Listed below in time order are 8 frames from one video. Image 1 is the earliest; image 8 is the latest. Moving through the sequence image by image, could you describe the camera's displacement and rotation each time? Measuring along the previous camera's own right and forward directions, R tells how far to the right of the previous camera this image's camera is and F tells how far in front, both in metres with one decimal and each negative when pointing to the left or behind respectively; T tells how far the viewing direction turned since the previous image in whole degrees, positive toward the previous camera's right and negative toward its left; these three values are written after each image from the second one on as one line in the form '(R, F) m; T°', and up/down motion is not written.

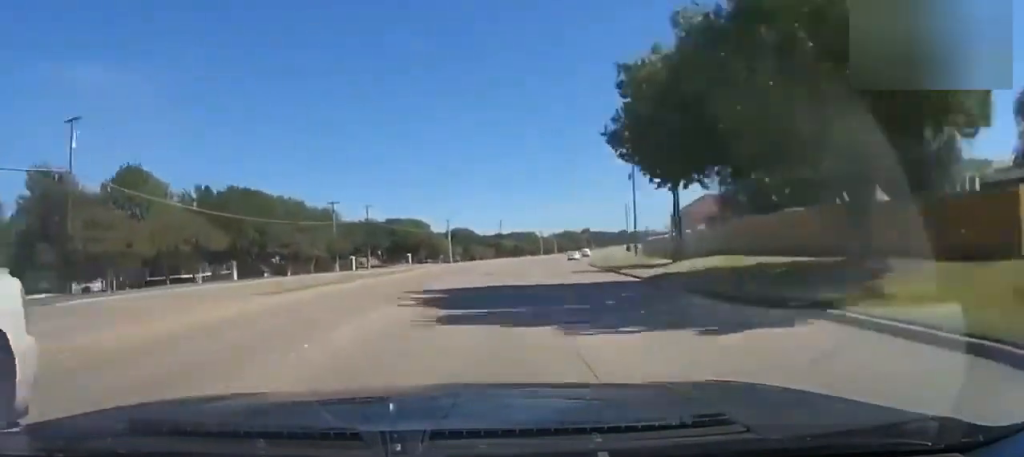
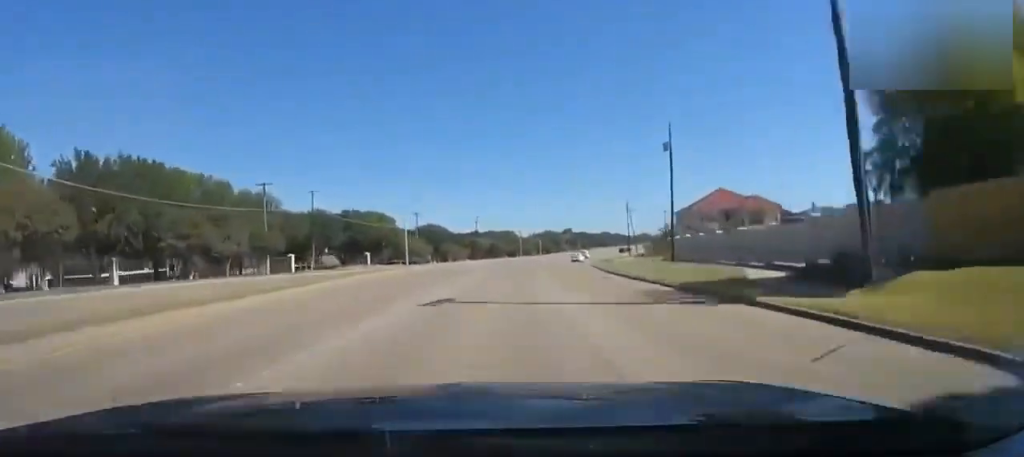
(+0.1, +15.4) m; +1°
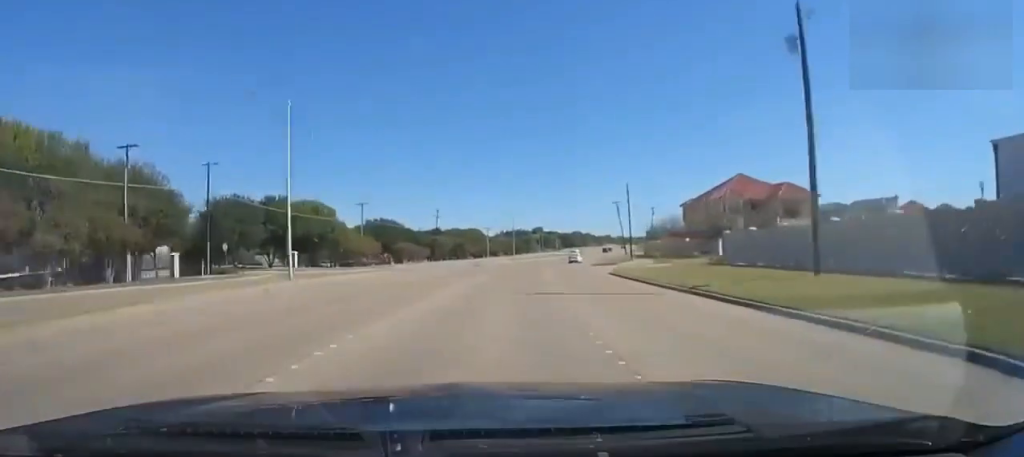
(+0.1, +19.2) m; +1°
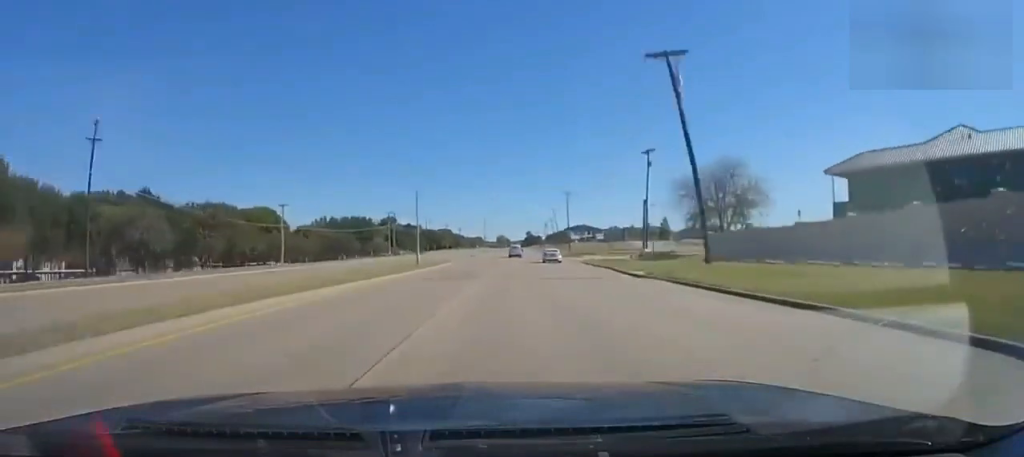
(+5.6, +80.1) m; +13°
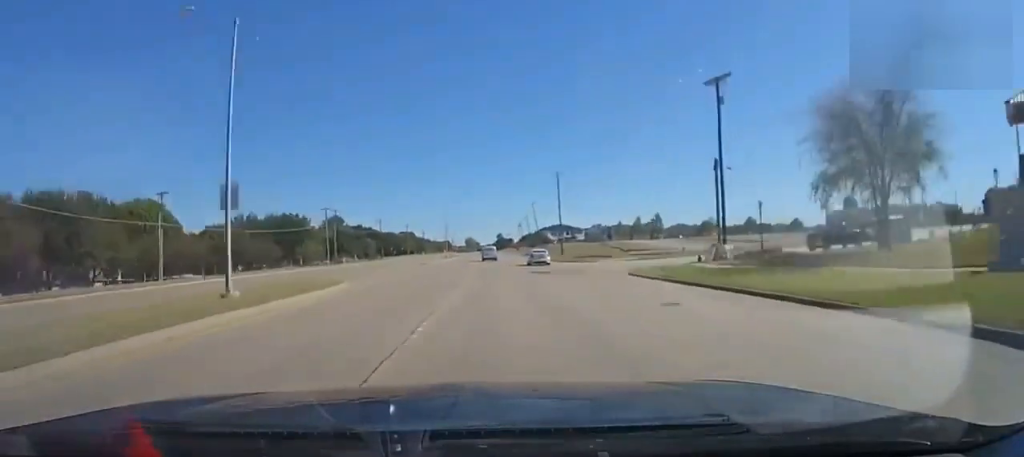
(+2.1, +26.3) m; +3°
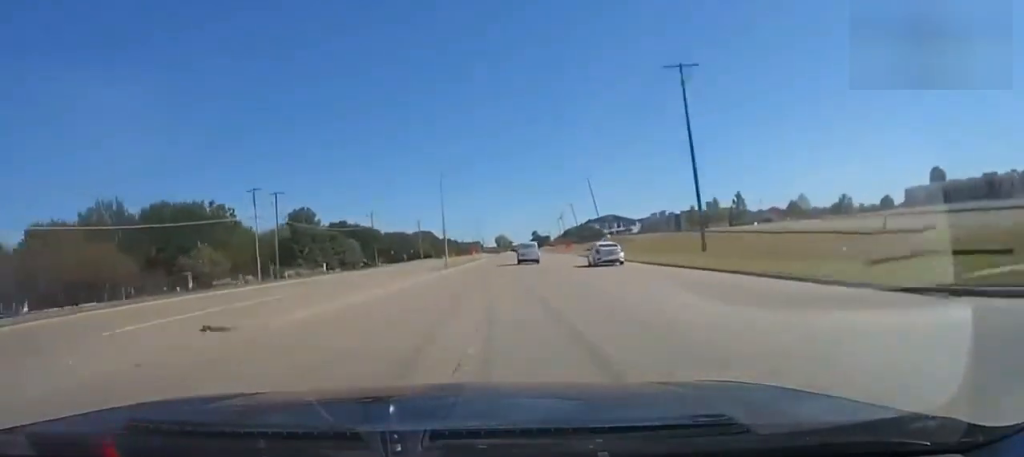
(+1.1, +41.1) m; +4°
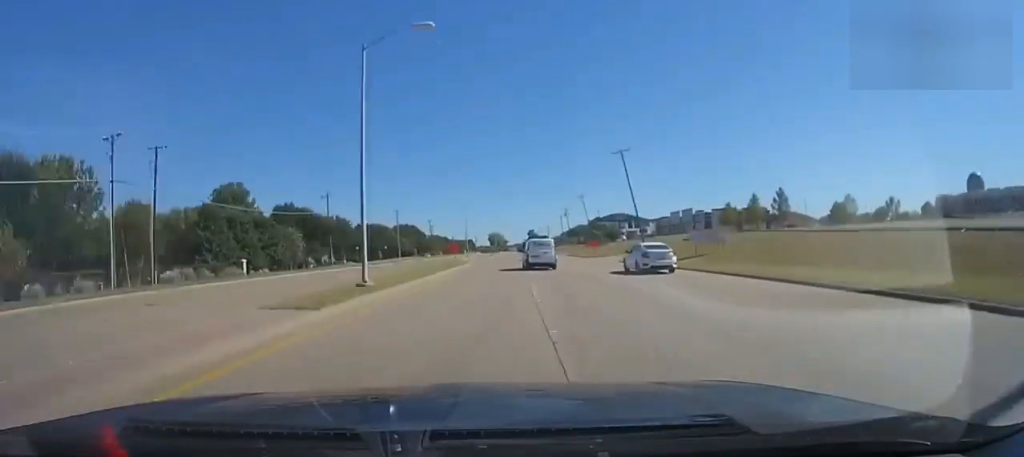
(+0.4, +25.5) m; +2°
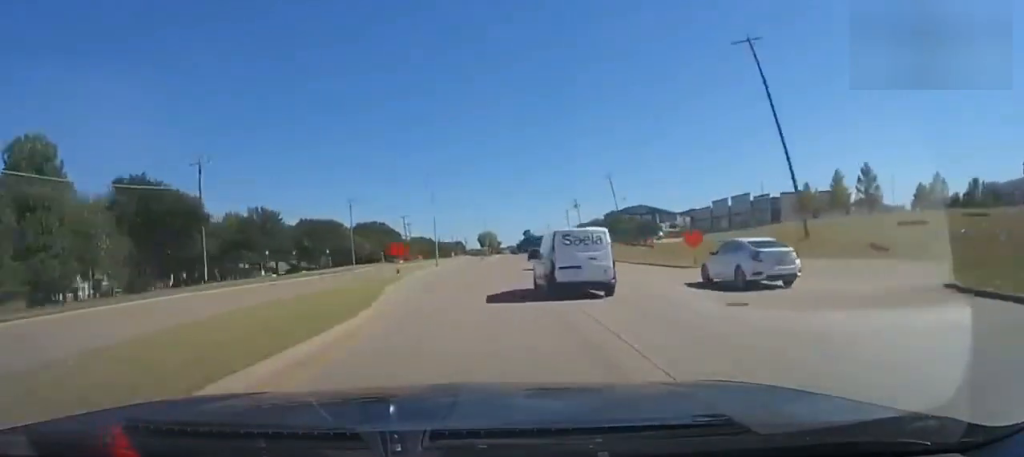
(+1.5, +34.9) m; +1°
